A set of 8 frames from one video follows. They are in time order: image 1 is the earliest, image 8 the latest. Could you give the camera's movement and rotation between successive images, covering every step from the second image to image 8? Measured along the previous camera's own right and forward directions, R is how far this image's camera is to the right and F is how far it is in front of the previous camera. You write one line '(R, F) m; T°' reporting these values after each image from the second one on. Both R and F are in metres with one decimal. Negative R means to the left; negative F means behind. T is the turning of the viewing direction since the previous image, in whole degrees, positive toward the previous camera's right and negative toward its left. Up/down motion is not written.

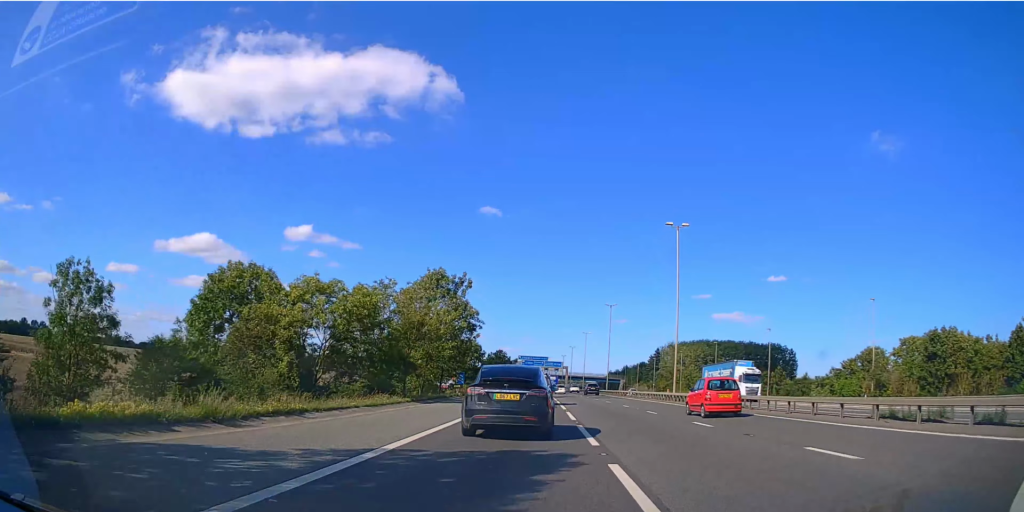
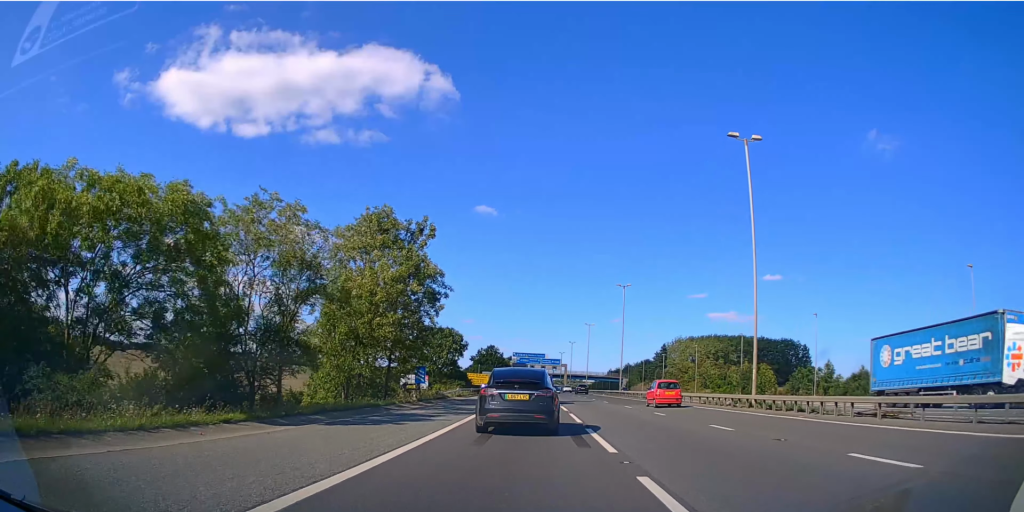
(0.0, +19.5) m; +1°
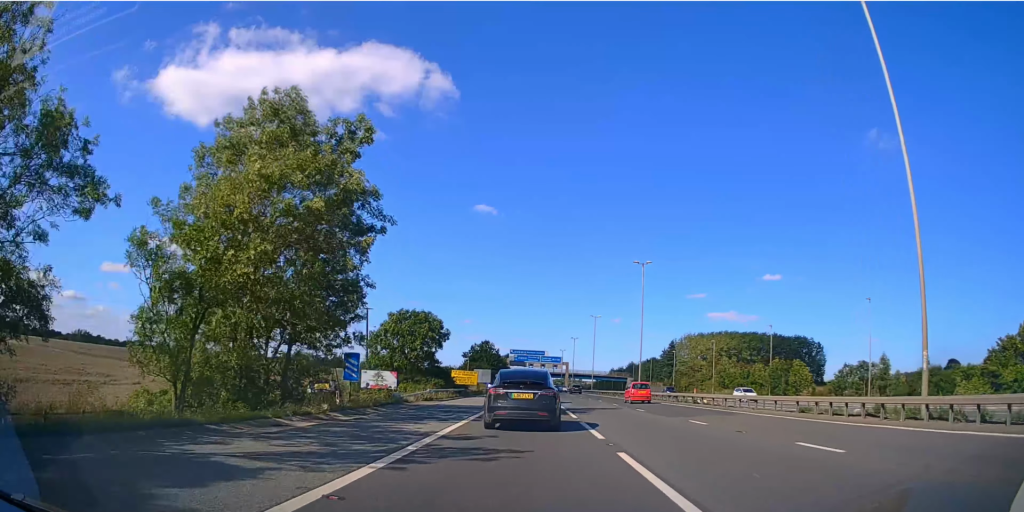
(+0.2, +15.4) m; +1°
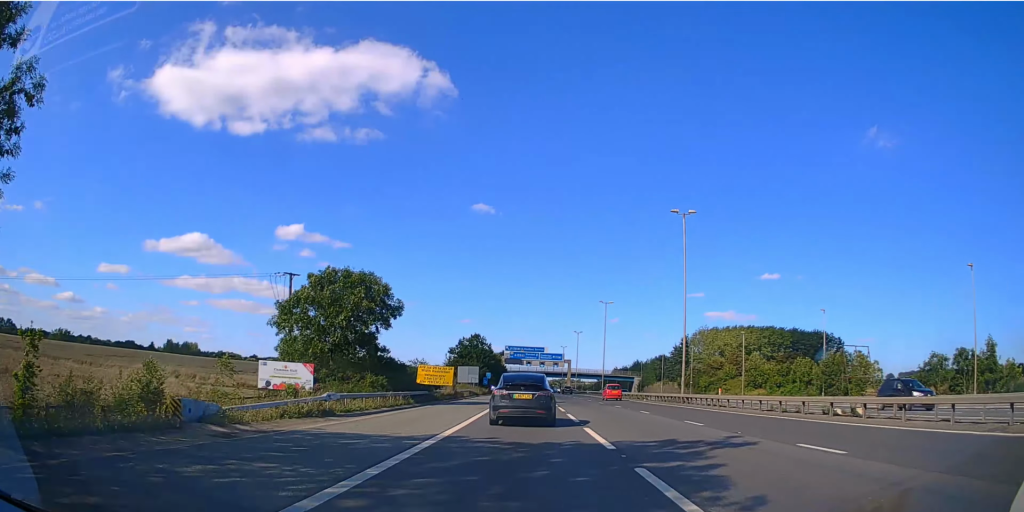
(+0.1, +20.3) m; 0°
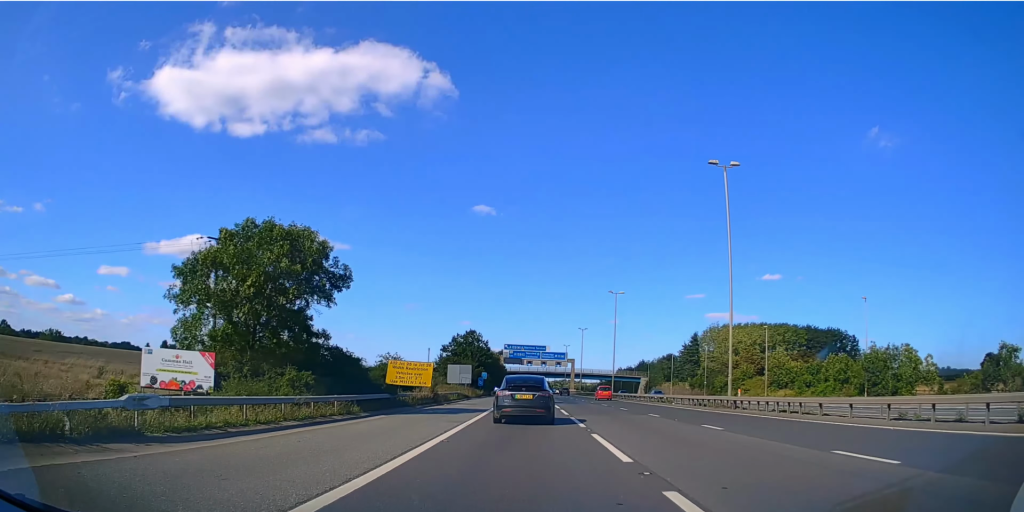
(-0.1, +11.2) m; 0°
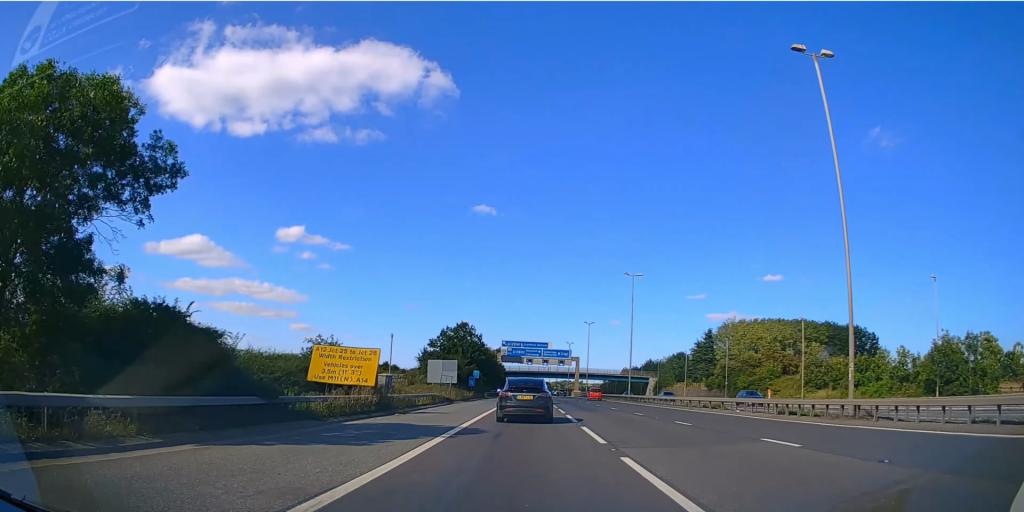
(0.0, +13.6) m; 0°
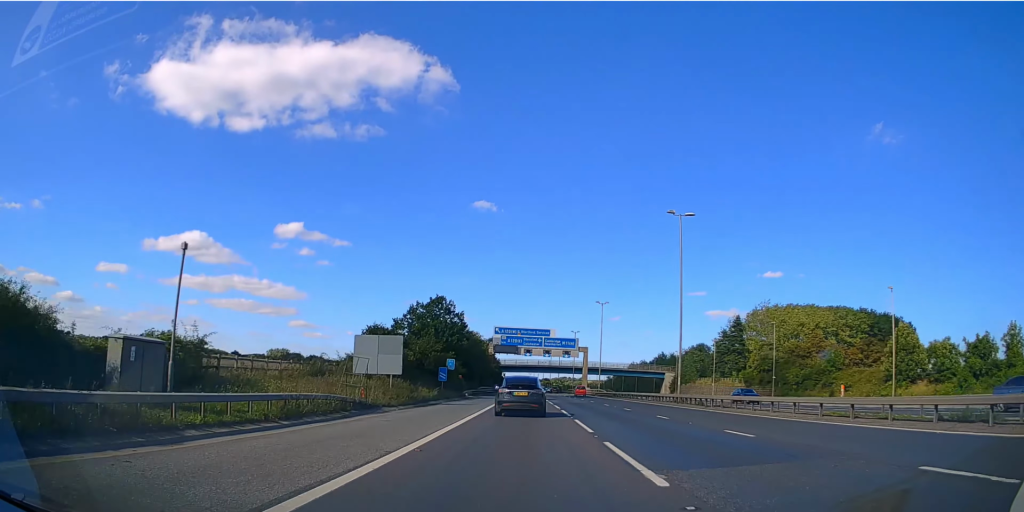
(0.0, +24.0) m; 0°
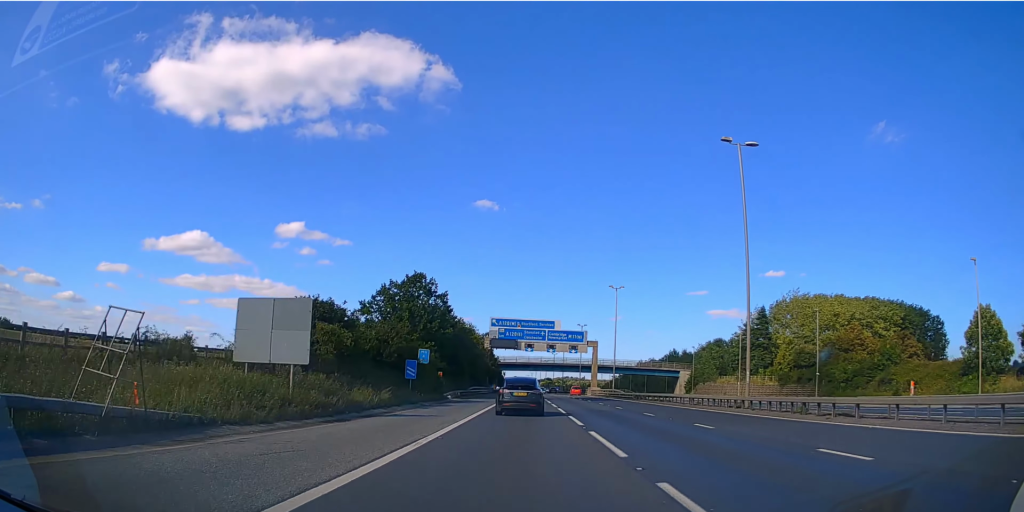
(0.0, +14.6) m; 0°
